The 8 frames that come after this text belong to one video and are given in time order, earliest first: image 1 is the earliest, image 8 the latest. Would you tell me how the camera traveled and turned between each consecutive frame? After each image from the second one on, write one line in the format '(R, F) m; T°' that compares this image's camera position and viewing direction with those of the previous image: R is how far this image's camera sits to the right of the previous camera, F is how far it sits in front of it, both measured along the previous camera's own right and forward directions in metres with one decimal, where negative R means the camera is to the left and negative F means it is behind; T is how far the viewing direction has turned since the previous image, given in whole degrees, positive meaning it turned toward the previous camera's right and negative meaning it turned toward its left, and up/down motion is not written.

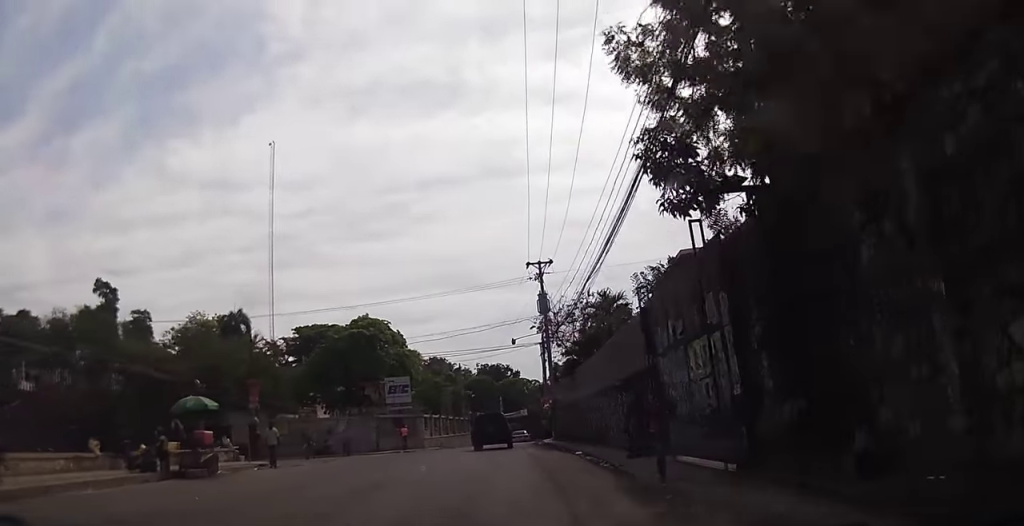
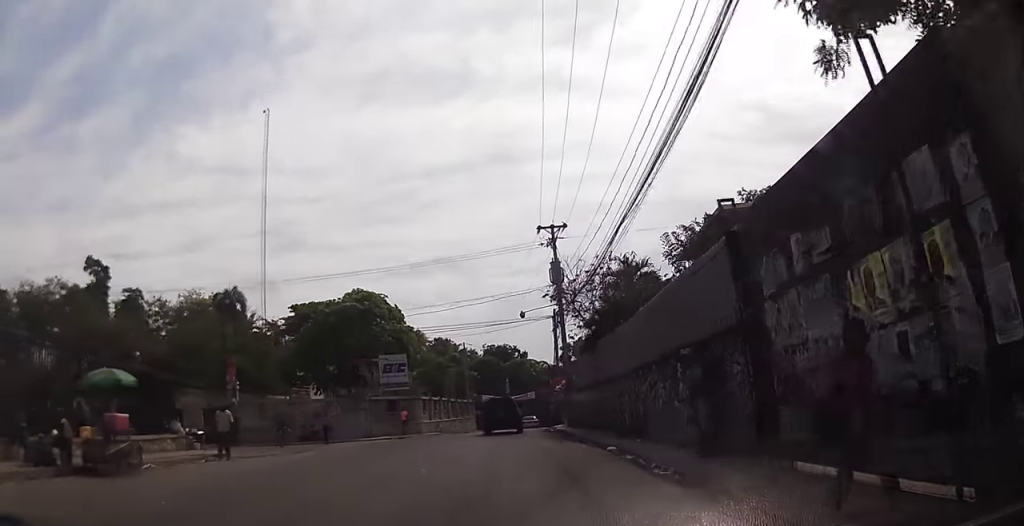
(-0.1, +4.7) m; -1°
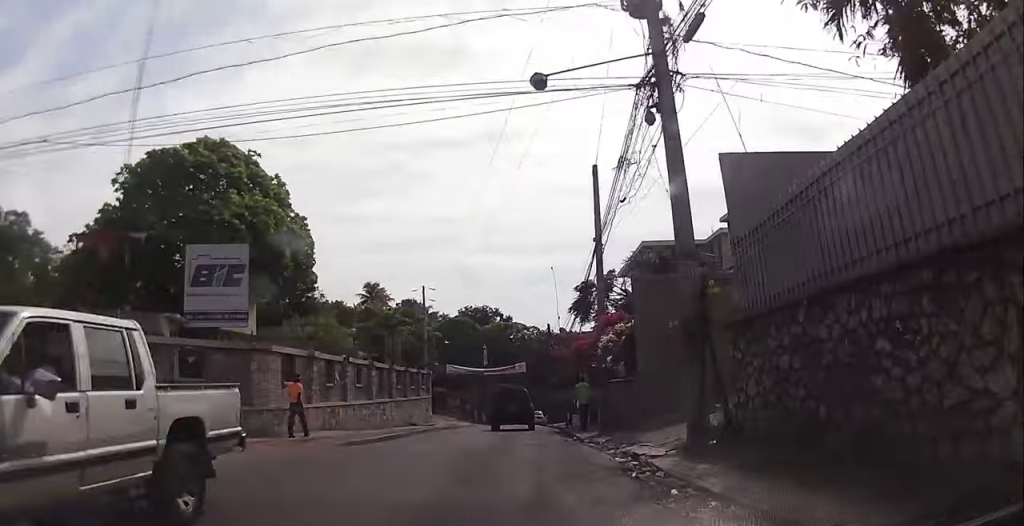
(+1.0, +25.2) m; +3°
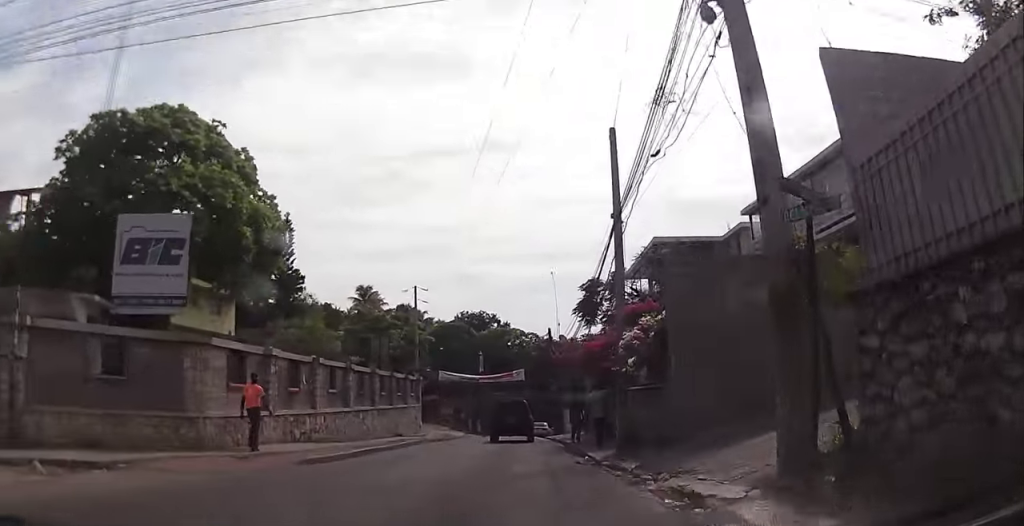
(-0.1, +3.8) m; 0°
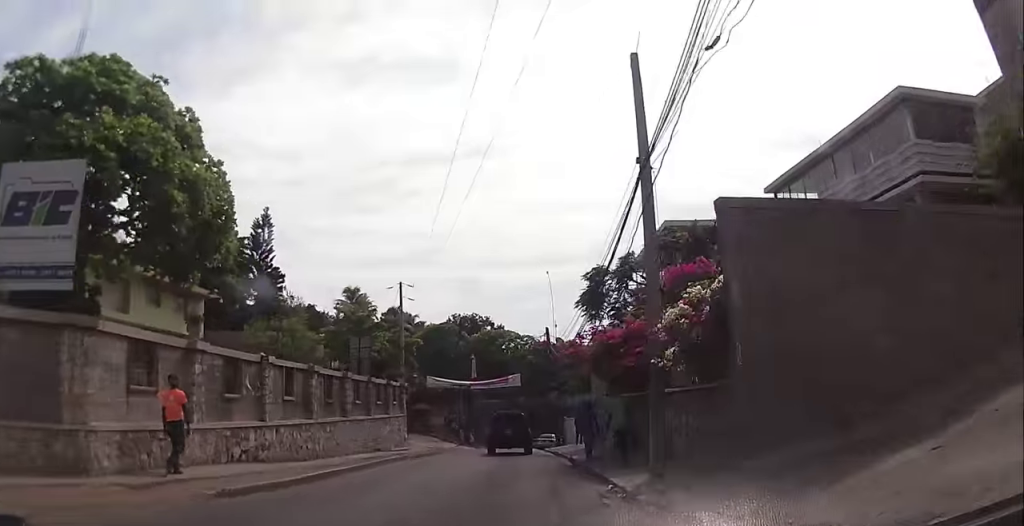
(+0.2, +4.2) m; +1°
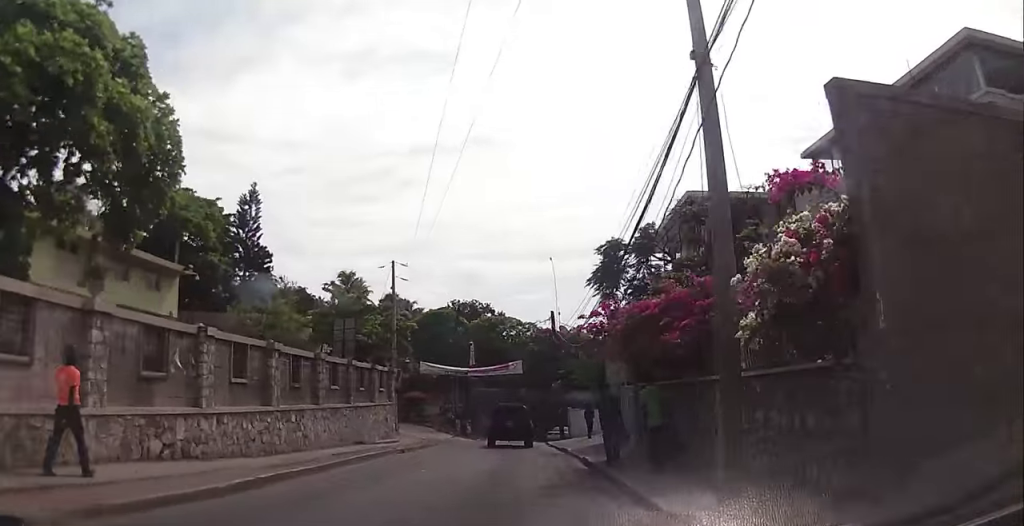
(+0.1, +3.9) m; +1°
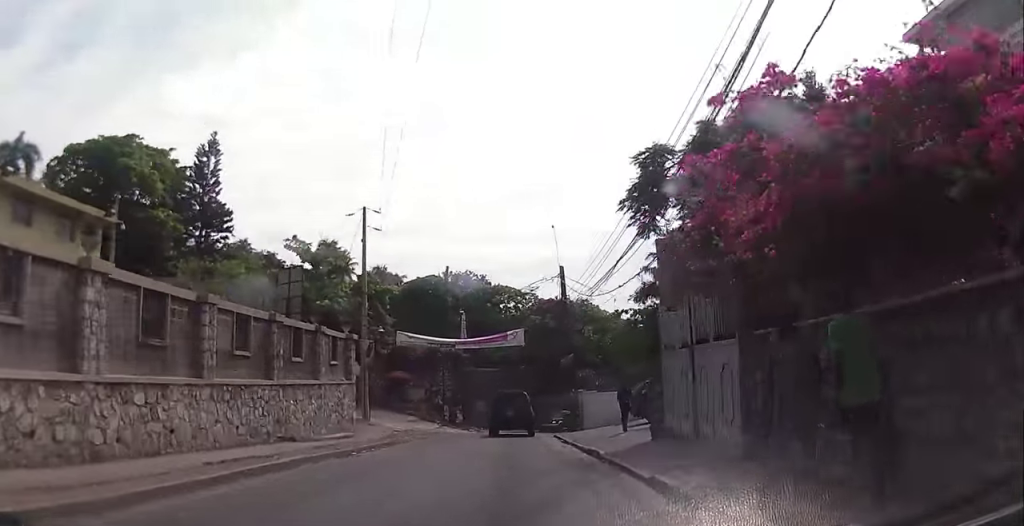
(0.0, +8.3) m; 0°
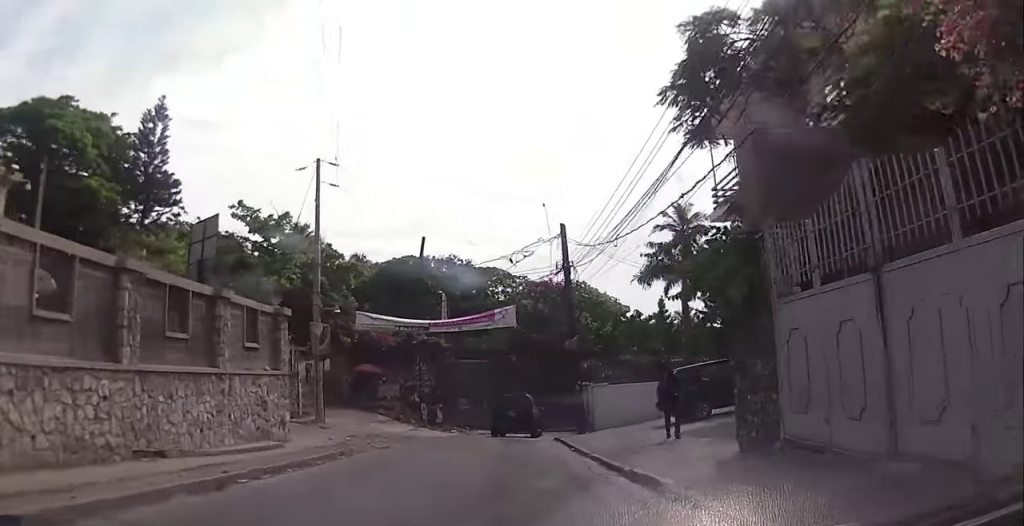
(0.0, +6.5) m; 0°
